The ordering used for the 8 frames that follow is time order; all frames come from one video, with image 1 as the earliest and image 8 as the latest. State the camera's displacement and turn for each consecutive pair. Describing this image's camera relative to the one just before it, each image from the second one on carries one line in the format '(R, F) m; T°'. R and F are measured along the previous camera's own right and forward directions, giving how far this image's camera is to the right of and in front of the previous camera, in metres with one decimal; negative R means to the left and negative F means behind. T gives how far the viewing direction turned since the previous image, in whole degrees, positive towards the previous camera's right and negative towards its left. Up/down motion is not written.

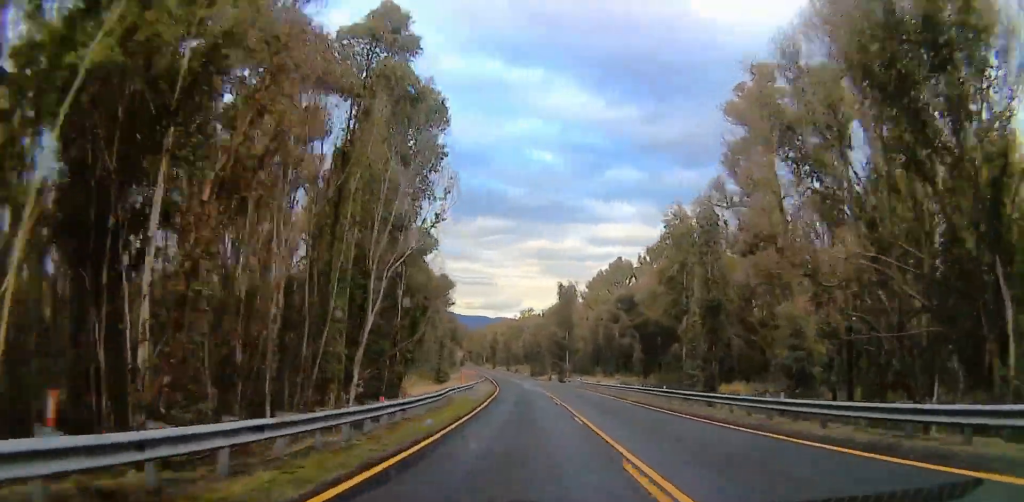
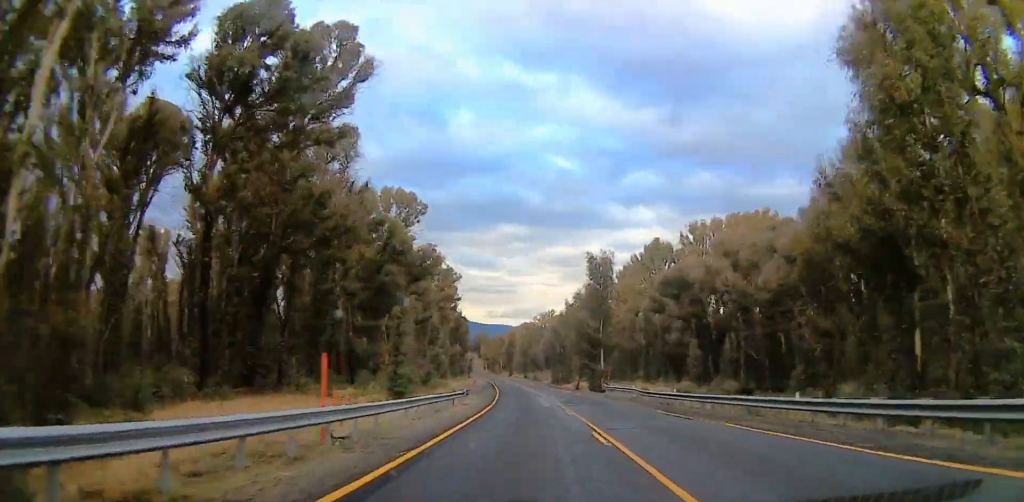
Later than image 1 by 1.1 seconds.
(-0.2, +30.3) m; -3°
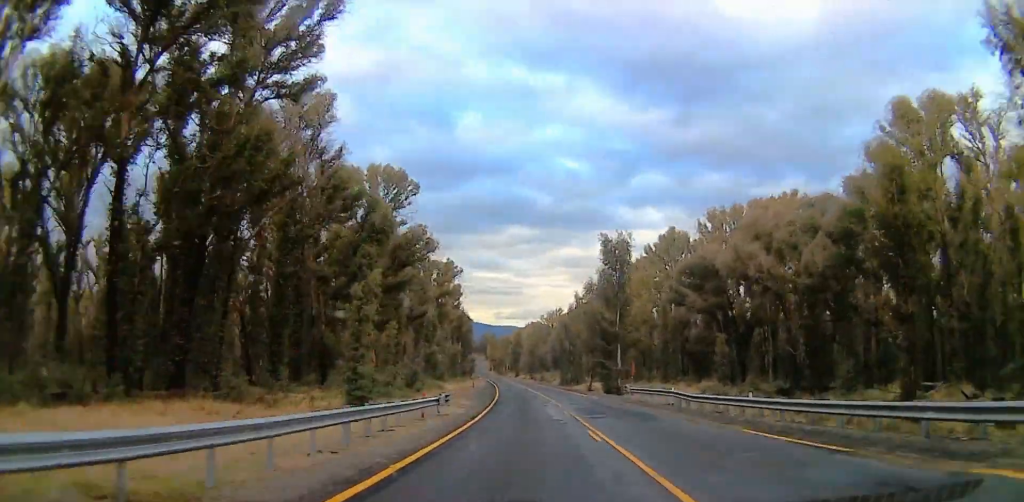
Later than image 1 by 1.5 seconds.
(0.0, +10.9) m; -2°
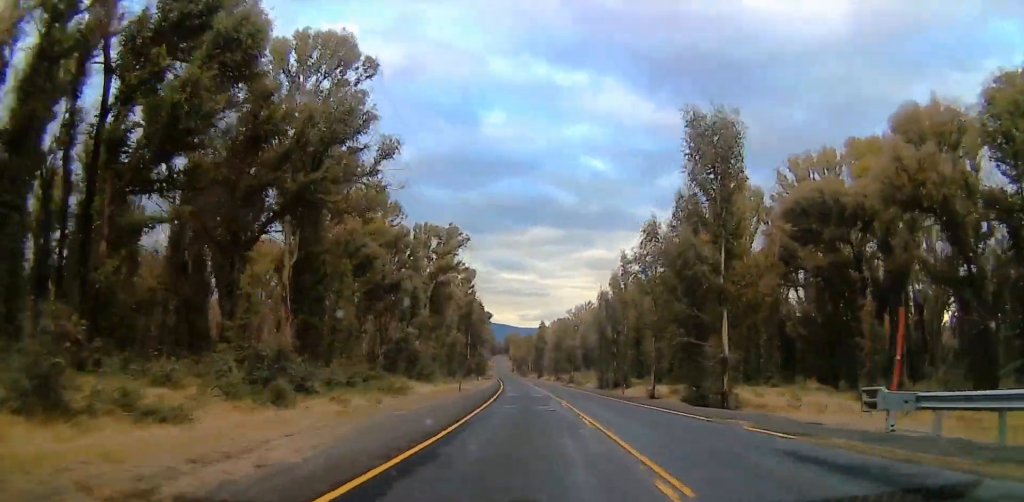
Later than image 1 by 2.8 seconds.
(-1.1, +34.3) m; -3°
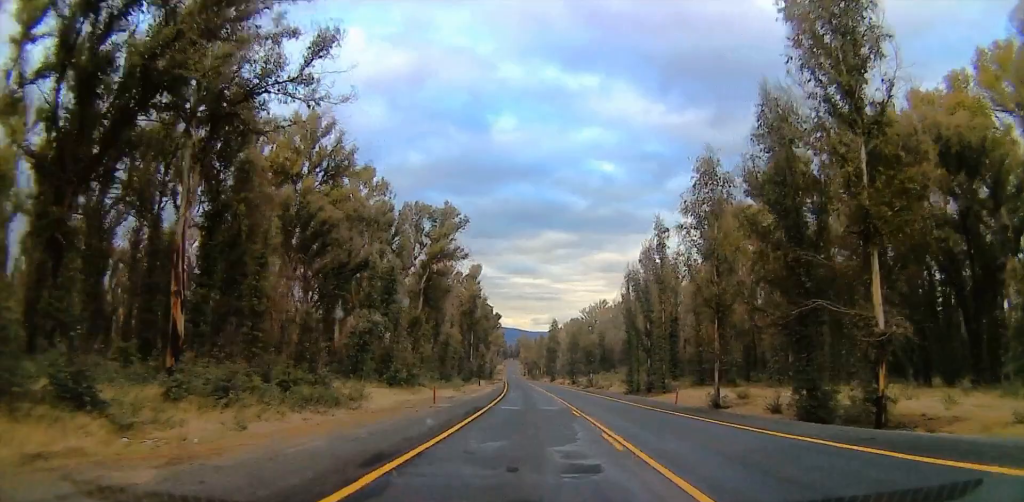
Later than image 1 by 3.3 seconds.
(+0.4, +15.6) m; -3°
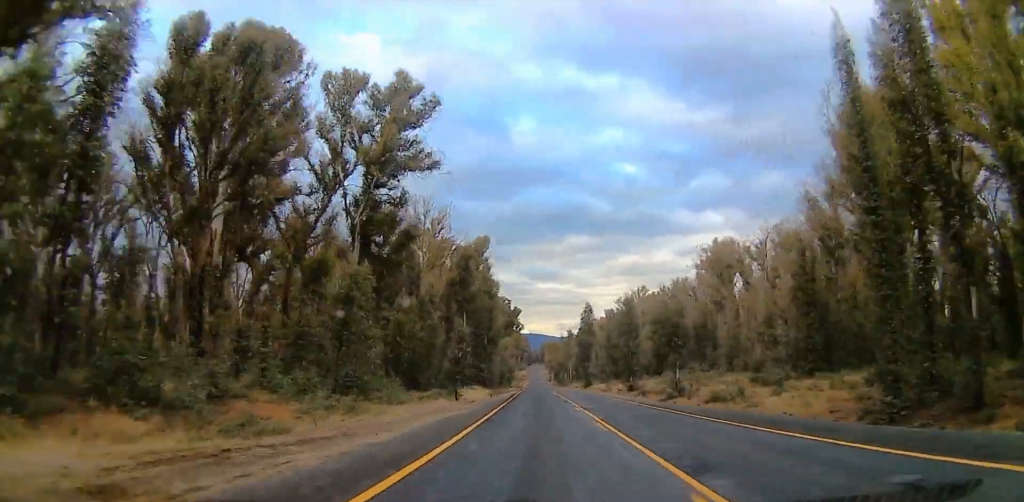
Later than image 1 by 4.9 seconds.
(-0.8, +45.1) m; +3°
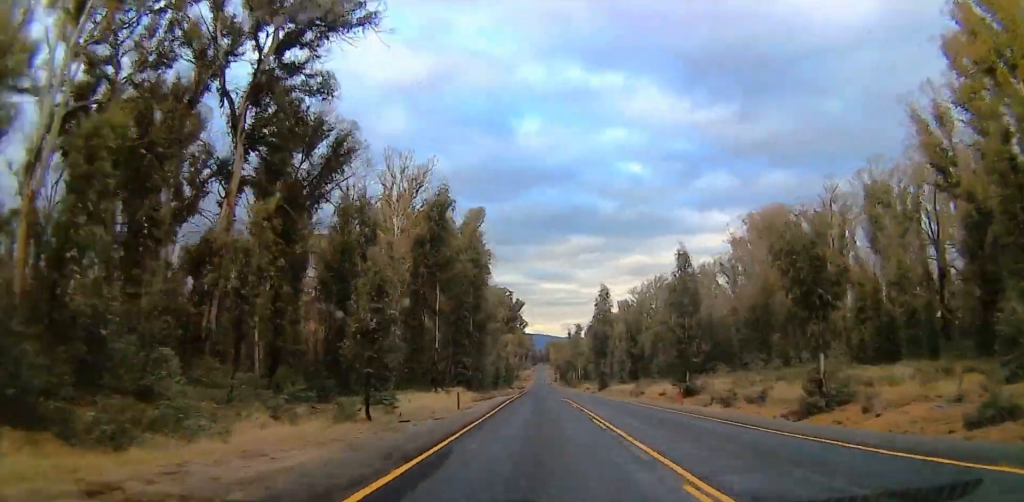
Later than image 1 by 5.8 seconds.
(+1.3, +24.2) m; +1°
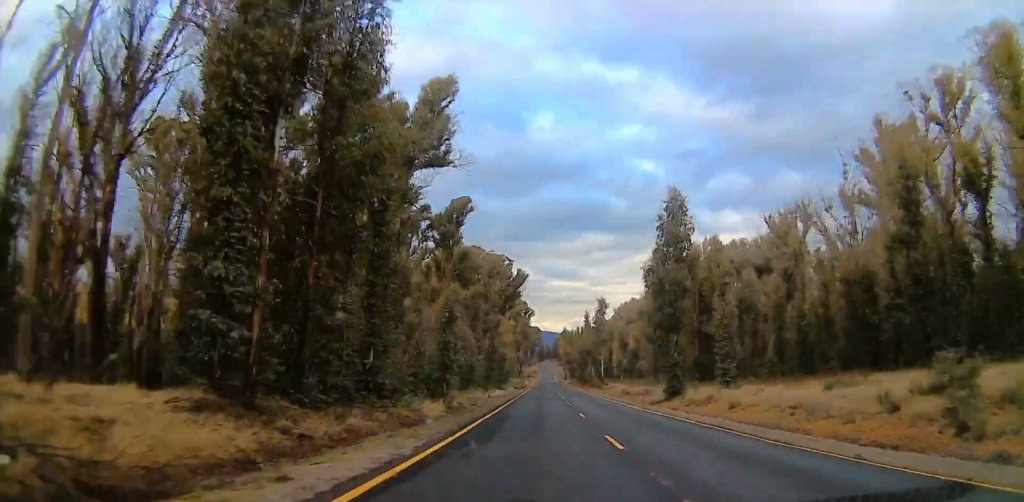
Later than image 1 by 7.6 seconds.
(-4.1, +52.7) m; -4°
